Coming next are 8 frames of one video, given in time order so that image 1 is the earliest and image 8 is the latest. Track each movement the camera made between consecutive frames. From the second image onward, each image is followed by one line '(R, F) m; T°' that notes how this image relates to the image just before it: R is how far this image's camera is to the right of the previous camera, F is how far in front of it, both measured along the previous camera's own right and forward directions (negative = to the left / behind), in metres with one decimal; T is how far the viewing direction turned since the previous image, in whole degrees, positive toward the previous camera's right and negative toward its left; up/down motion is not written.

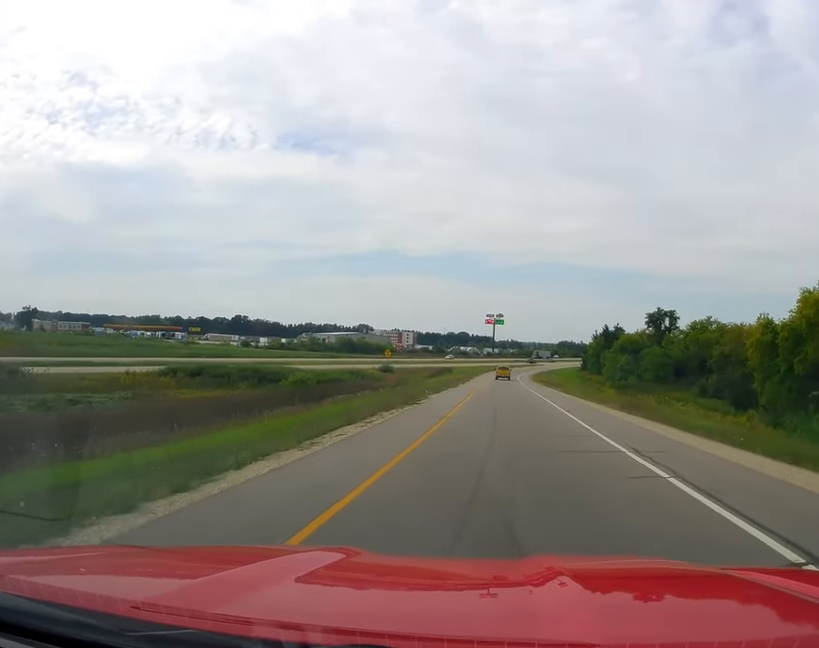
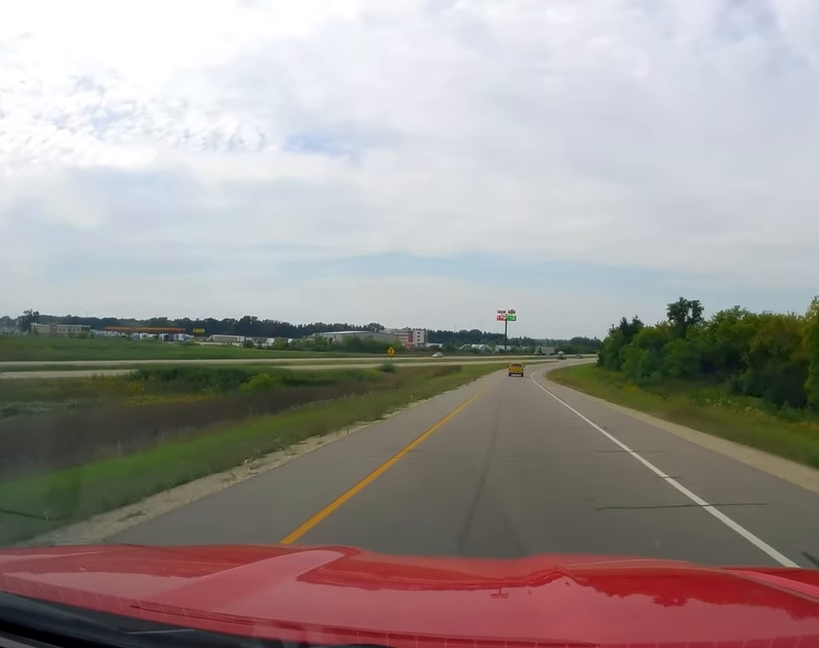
(-0.1, +9.1) m; -2°
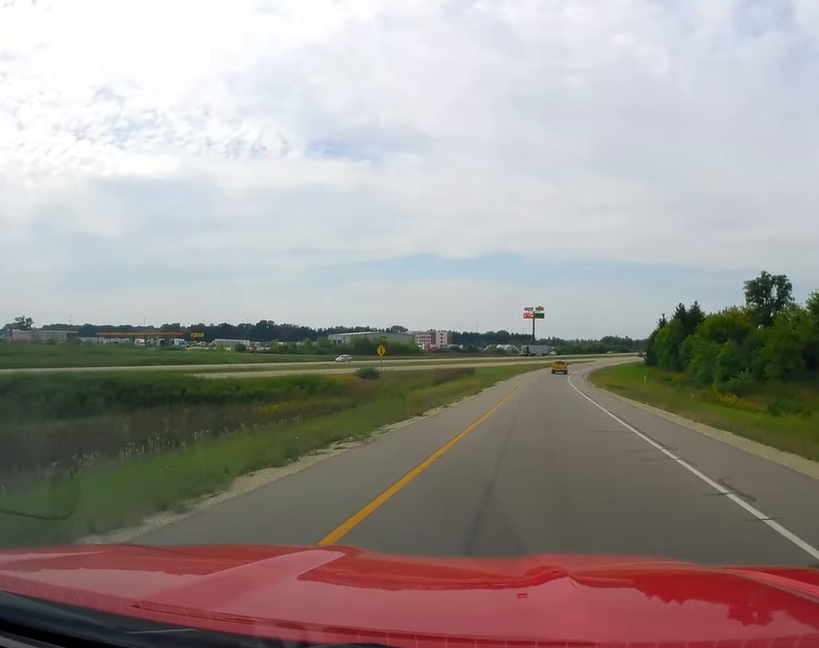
(-1.7, +30.3) m; -6°
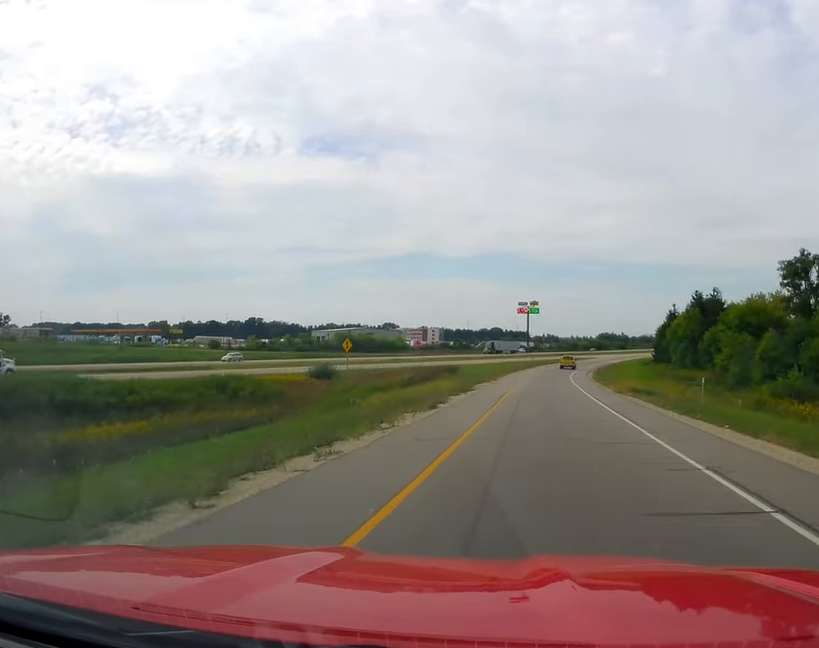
(-0.3, +15.6) m; -1°
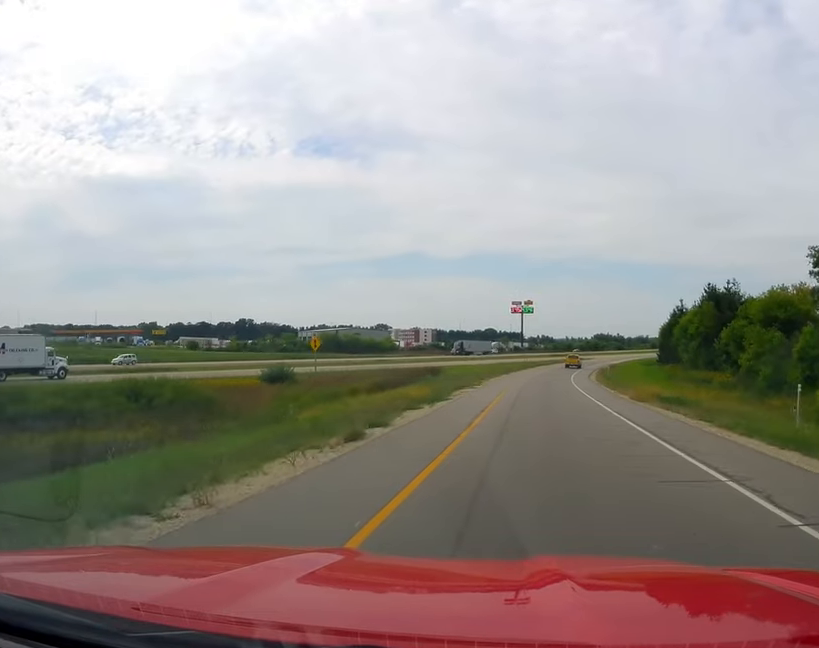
(-0.1, +10.6) m; 0°
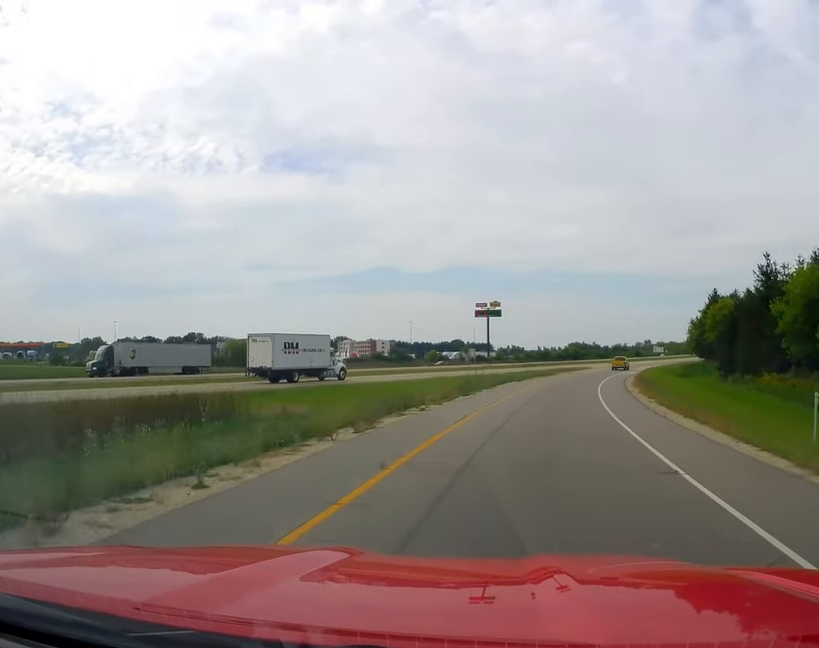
(0.0, +55.1) m; 0°
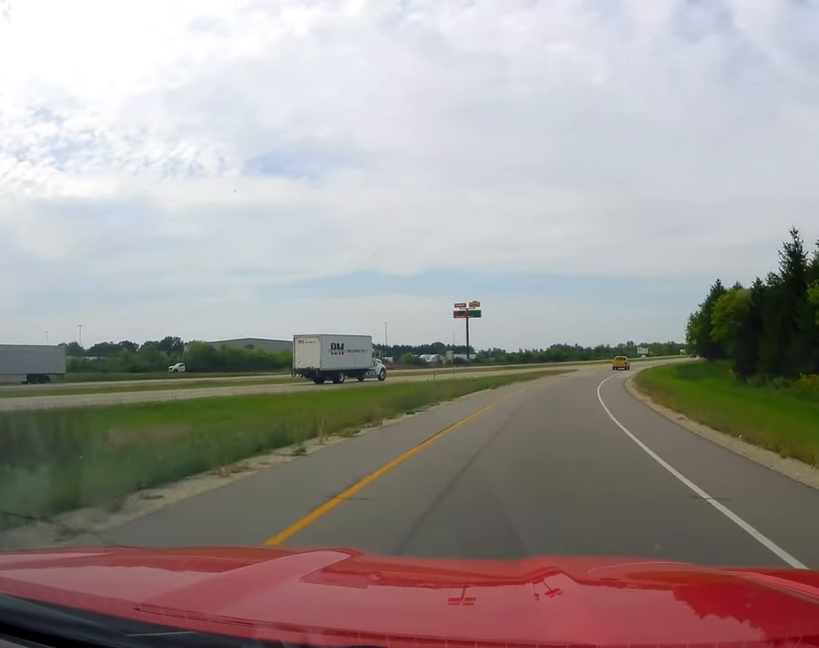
(0.0, +11.3) m; 0°
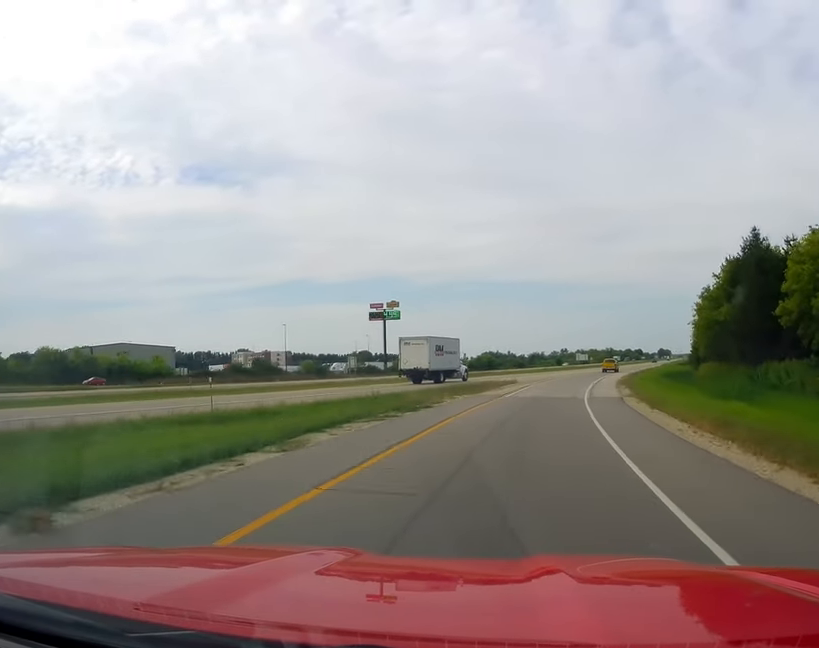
(+0.7, +37.8) m; +3°
